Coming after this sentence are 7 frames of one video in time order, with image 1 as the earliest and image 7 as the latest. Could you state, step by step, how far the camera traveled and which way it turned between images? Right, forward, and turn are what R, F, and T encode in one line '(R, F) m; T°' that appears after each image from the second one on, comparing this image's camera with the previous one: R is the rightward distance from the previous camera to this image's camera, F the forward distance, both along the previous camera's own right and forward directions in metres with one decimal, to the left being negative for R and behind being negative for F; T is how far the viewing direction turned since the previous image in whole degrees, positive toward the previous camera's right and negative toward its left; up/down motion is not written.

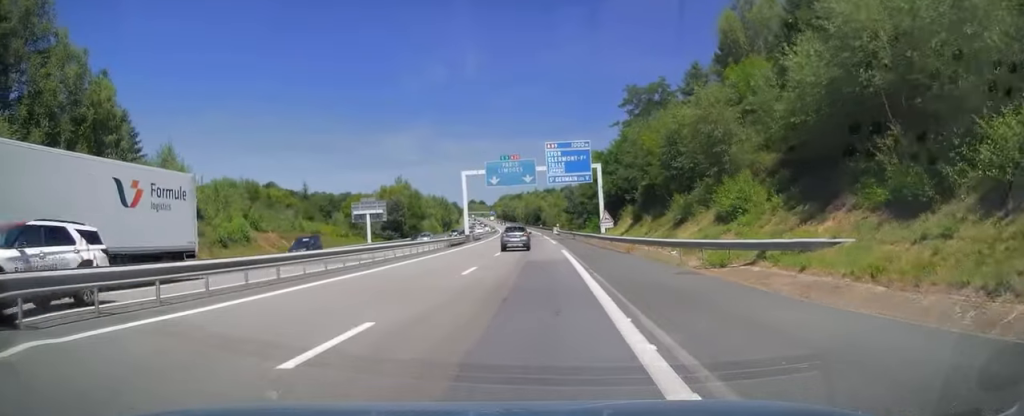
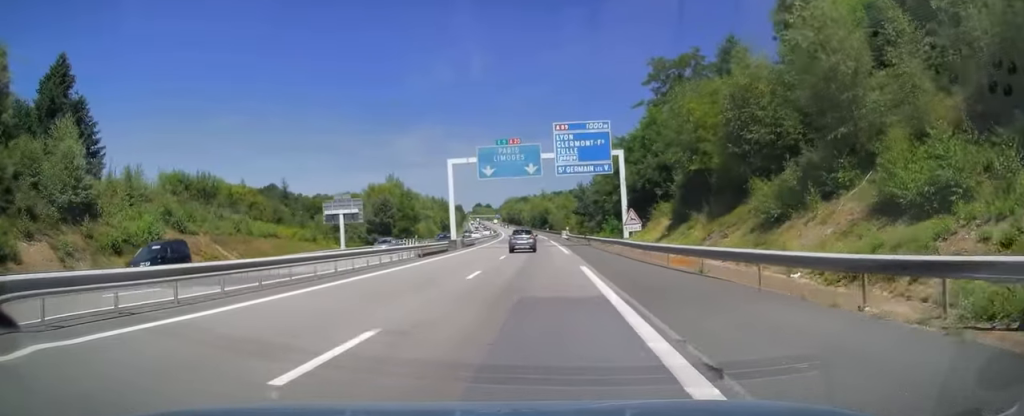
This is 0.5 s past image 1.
(0.0, +13.8) m; -1°
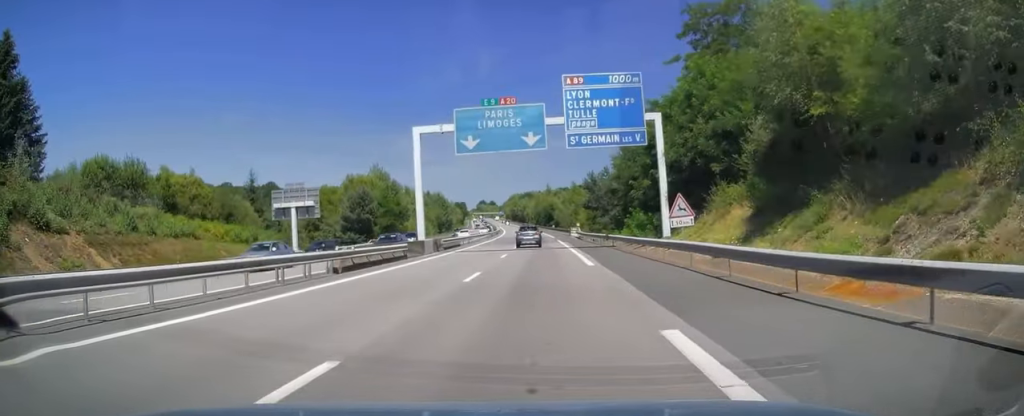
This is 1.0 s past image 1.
(-0.2, +15.3) m; -1°
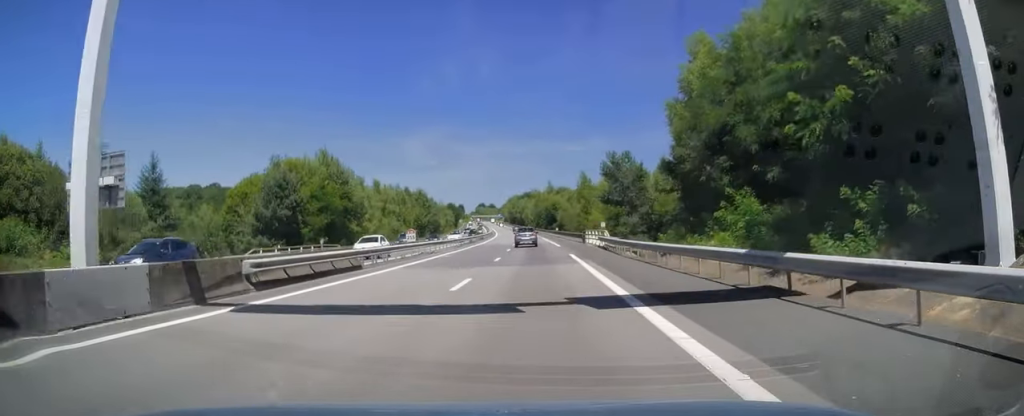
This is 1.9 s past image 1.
(-0.3, +28.1) m; -1°
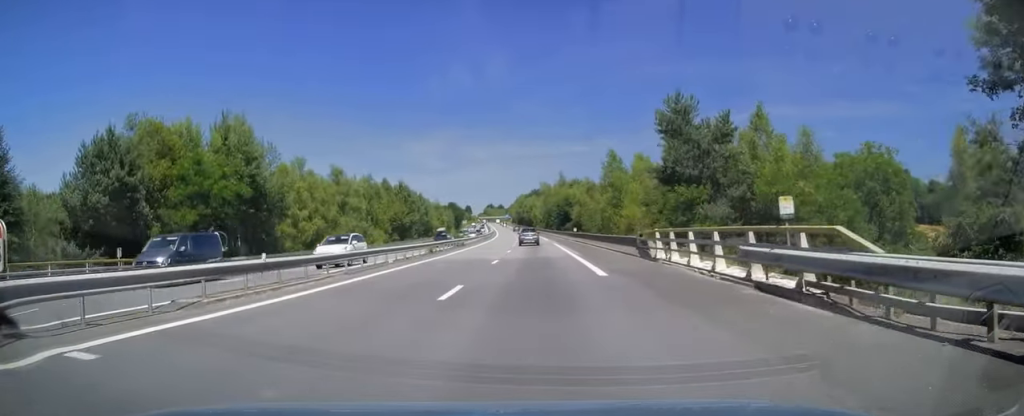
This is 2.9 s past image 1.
(-0.2, +28.5) m; -1°
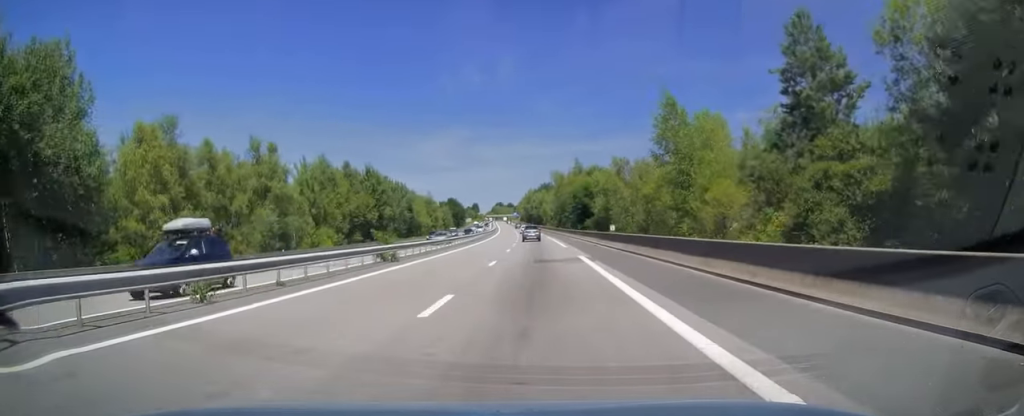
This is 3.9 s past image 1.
(-0.1, +28.5) m; -1°
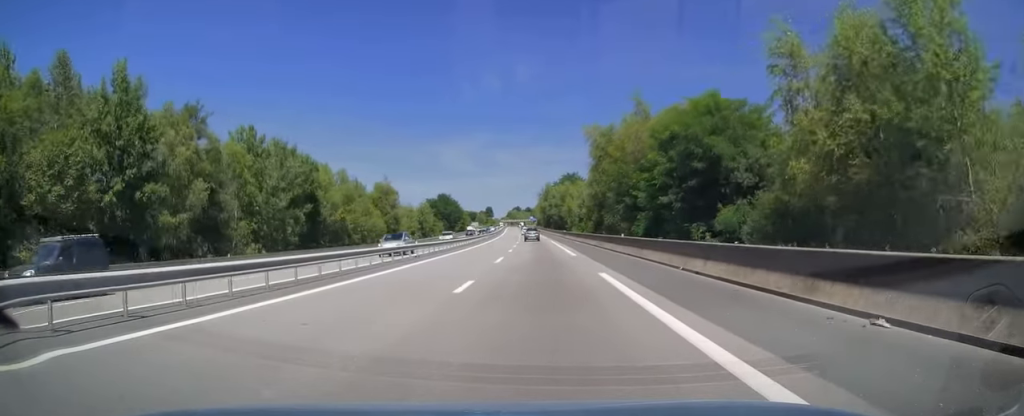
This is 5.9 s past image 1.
(-1.0, +61.3) m; -2°
